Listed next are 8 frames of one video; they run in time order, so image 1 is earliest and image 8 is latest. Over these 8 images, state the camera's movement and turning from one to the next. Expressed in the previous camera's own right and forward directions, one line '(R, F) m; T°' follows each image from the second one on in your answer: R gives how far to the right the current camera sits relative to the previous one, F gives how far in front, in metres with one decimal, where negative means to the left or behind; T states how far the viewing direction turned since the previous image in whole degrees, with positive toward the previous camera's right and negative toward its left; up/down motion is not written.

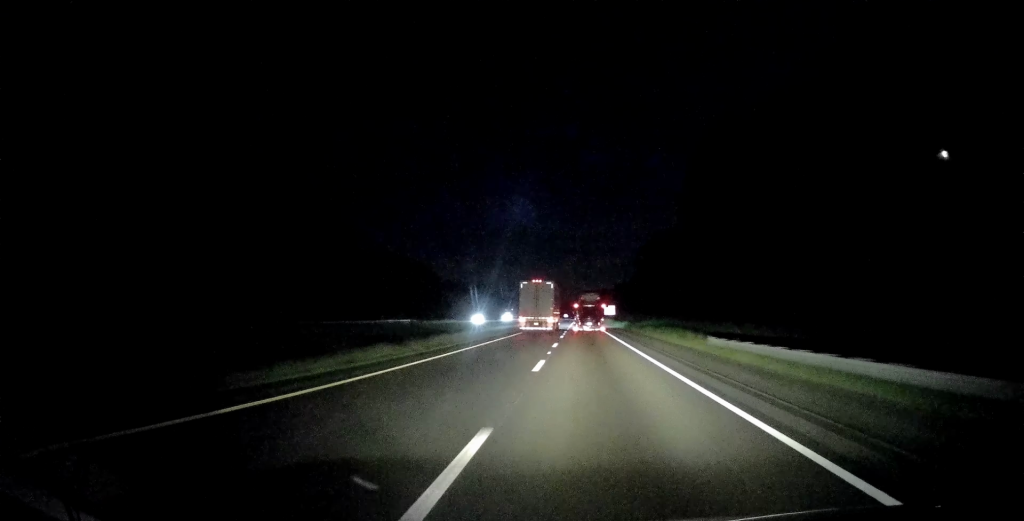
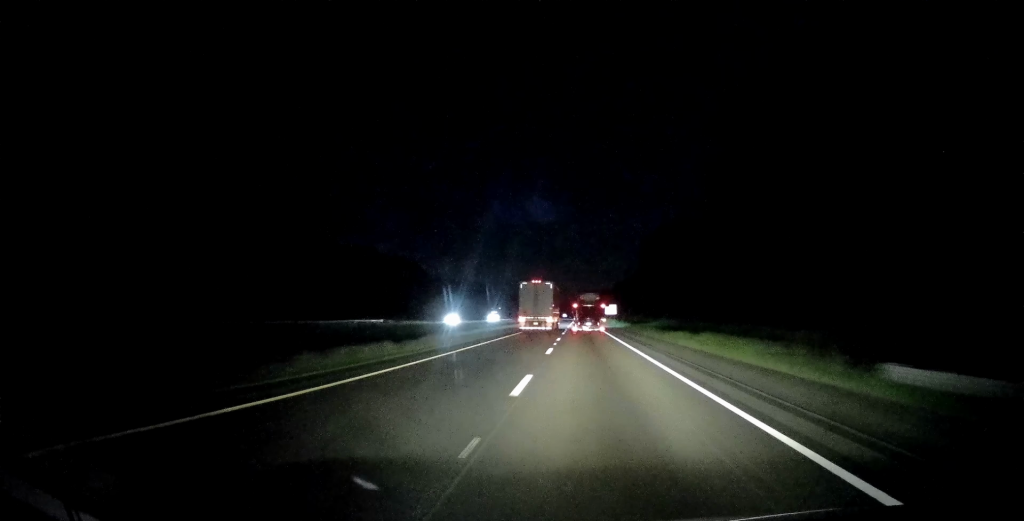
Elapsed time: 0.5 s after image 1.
(0.0, +16.9) m; 0°
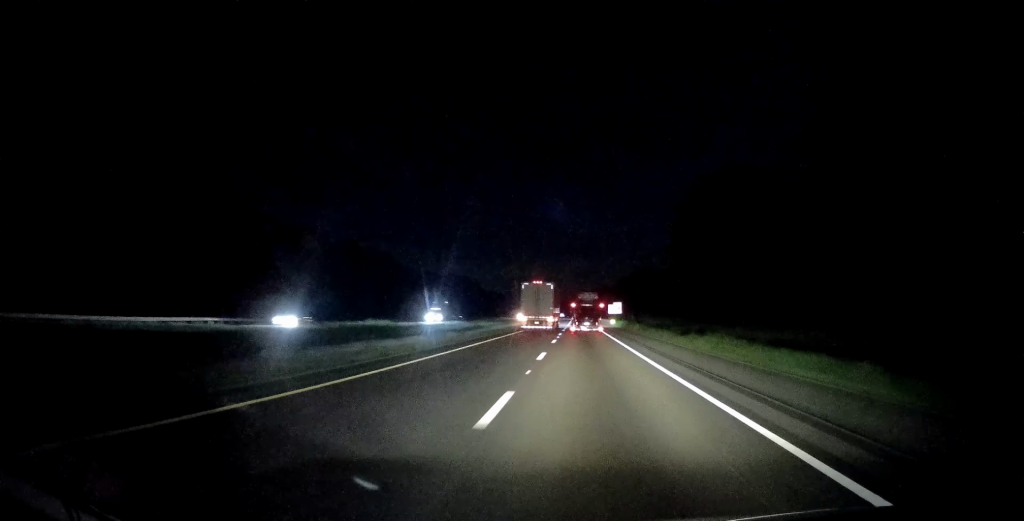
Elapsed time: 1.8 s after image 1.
(+0.3, +39.1) m; 0°
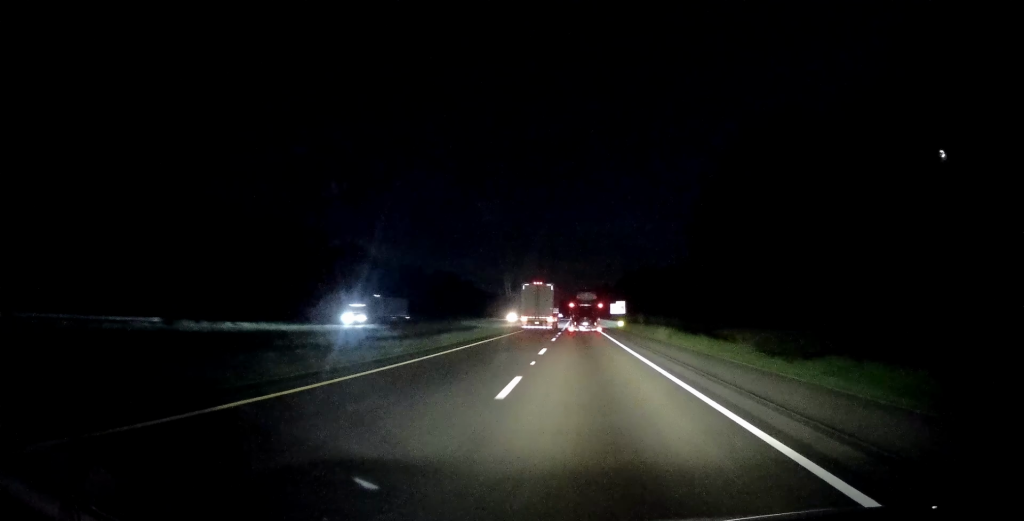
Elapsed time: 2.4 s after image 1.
(-0.1, +21.3) m; 0°
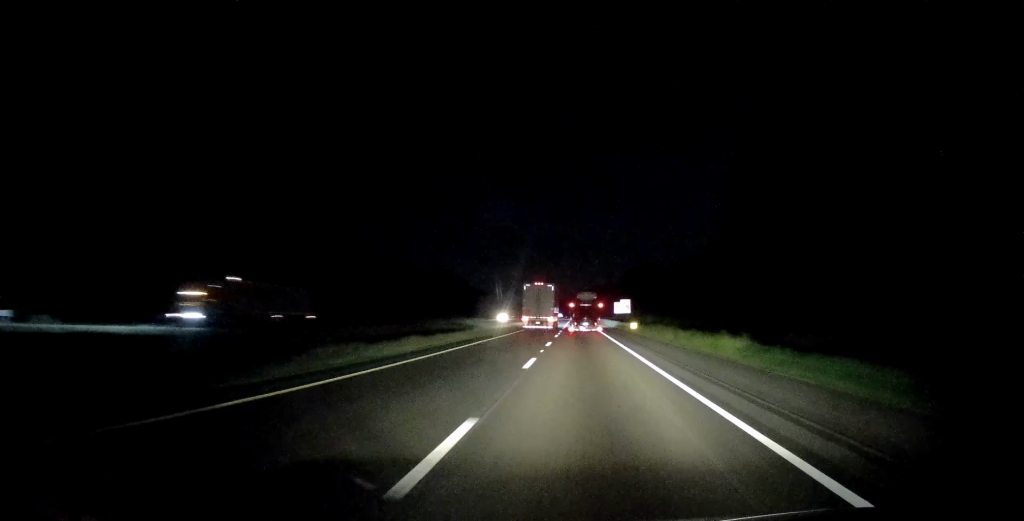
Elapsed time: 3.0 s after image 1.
(0.0, +18.1) m; 0°
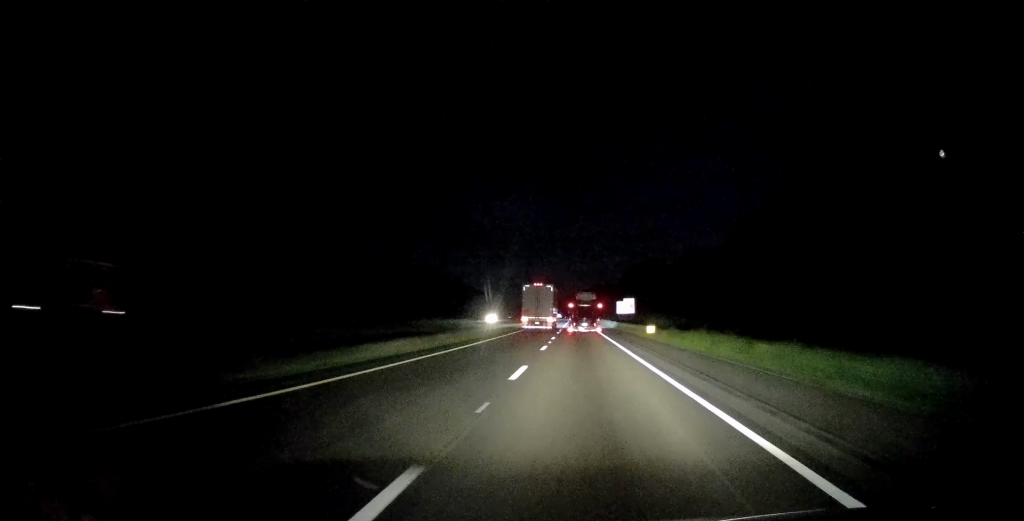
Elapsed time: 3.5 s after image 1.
(-0.1, +14.9) m; 0°
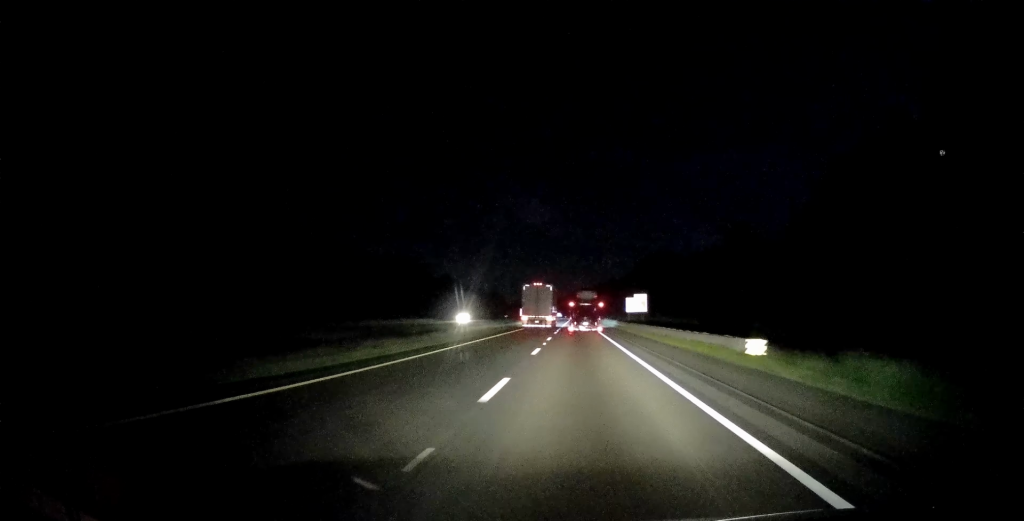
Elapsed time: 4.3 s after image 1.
(0.0, +27.6) m; 0°
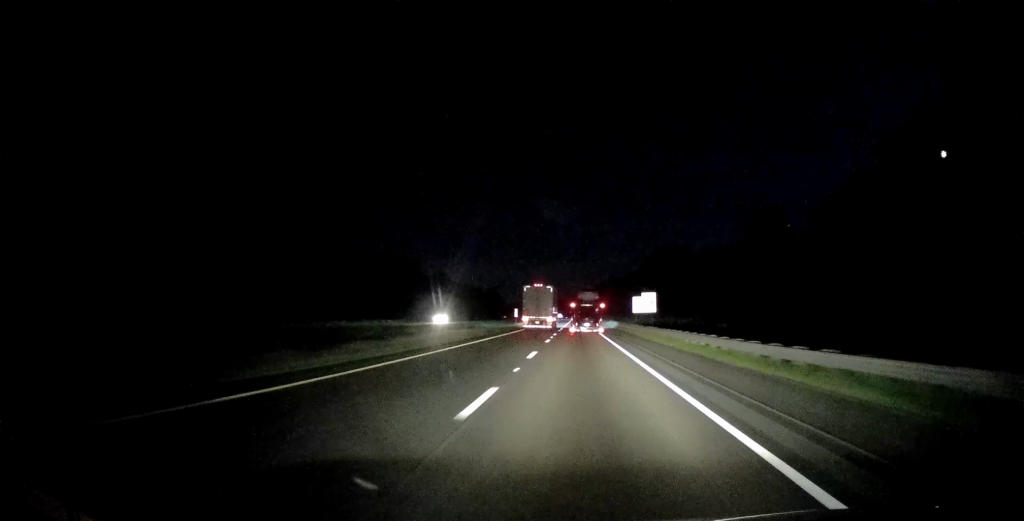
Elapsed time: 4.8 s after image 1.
(-0.1, +13.8) m; 0°
